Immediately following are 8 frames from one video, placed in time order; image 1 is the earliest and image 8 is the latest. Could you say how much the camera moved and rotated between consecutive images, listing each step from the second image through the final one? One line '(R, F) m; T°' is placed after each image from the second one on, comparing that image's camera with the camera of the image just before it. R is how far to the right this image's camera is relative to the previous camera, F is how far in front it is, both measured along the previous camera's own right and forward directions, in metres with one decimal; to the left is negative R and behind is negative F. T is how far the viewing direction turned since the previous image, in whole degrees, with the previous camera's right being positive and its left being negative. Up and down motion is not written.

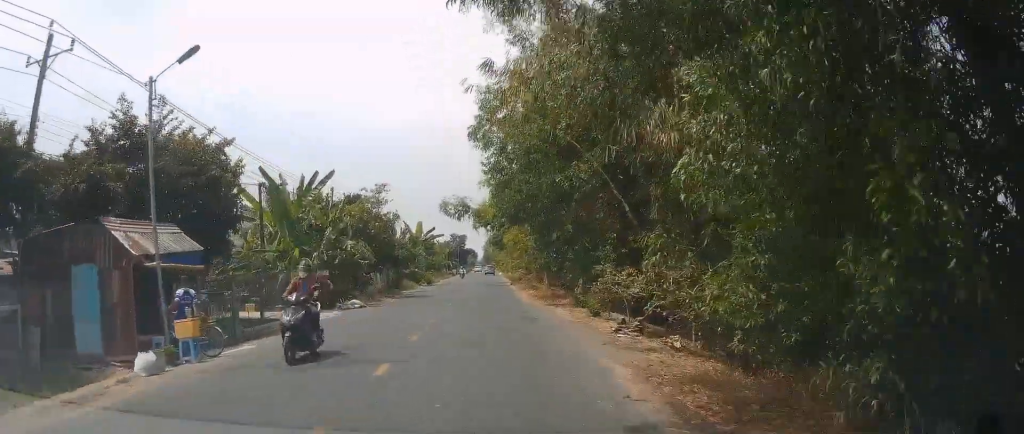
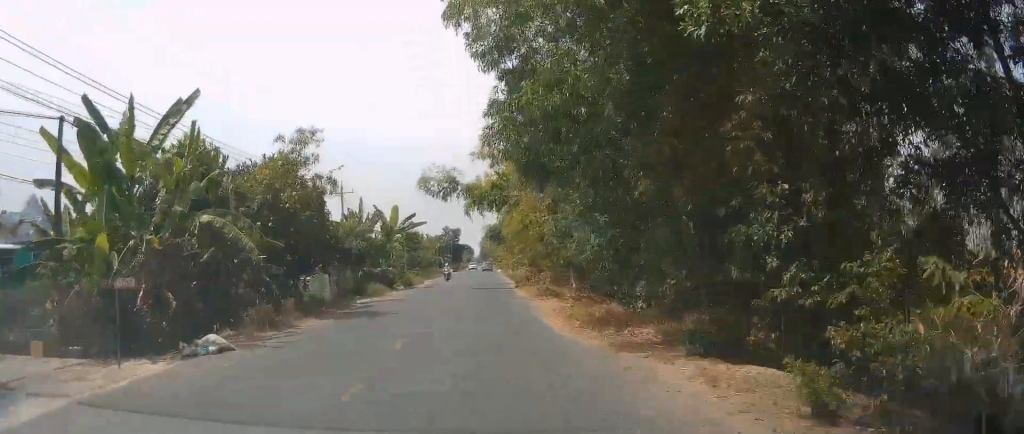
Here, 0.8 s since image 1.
(-0.2, +14.2) m; -1°
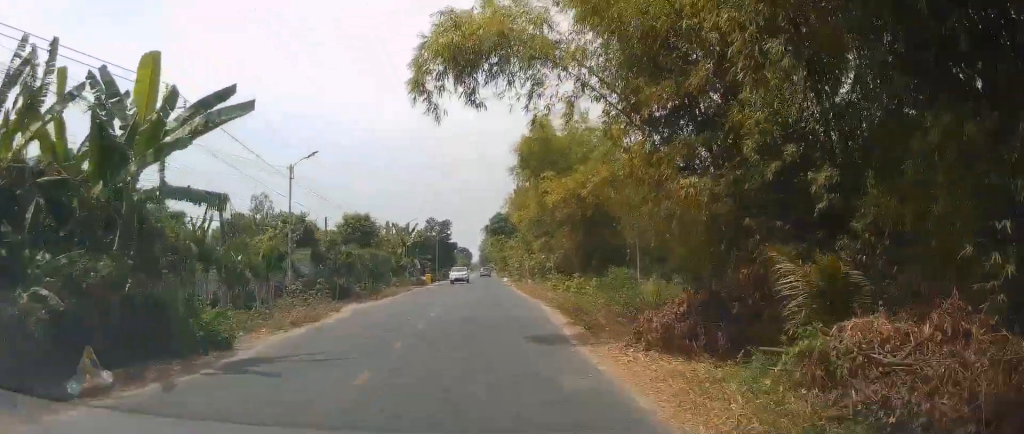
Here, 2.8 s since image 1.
(+0.9, +34.6) m; +4°
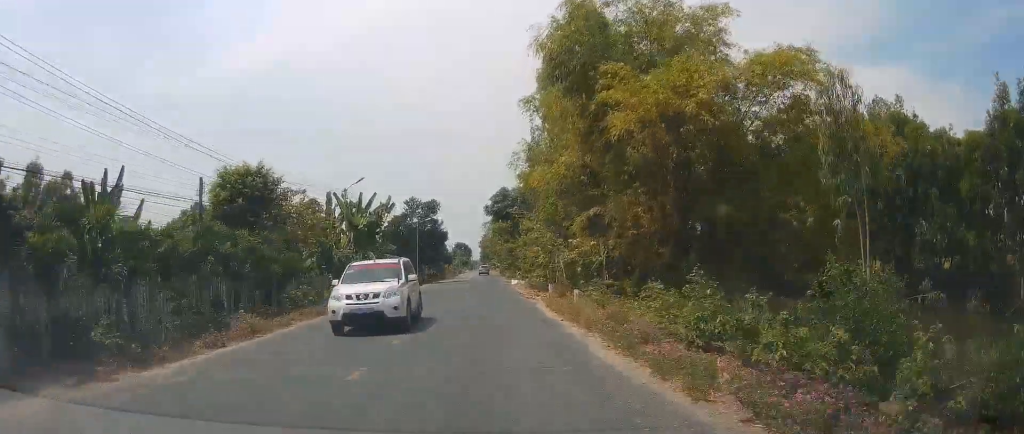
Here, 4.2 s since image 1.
(0.0, +24.1) m; -1°
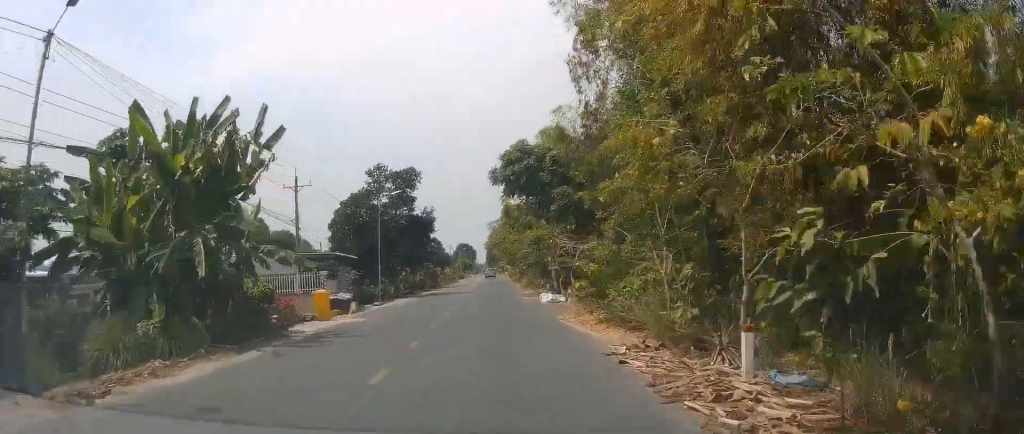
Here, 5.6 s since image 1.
(-0.4, +24.0) m; -2°
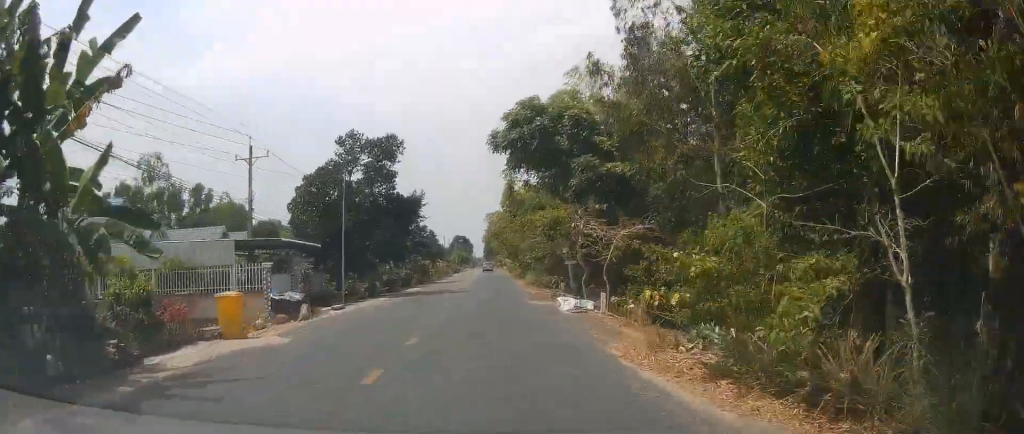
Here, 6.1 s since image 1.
(0.0, +8.7) m; 0°
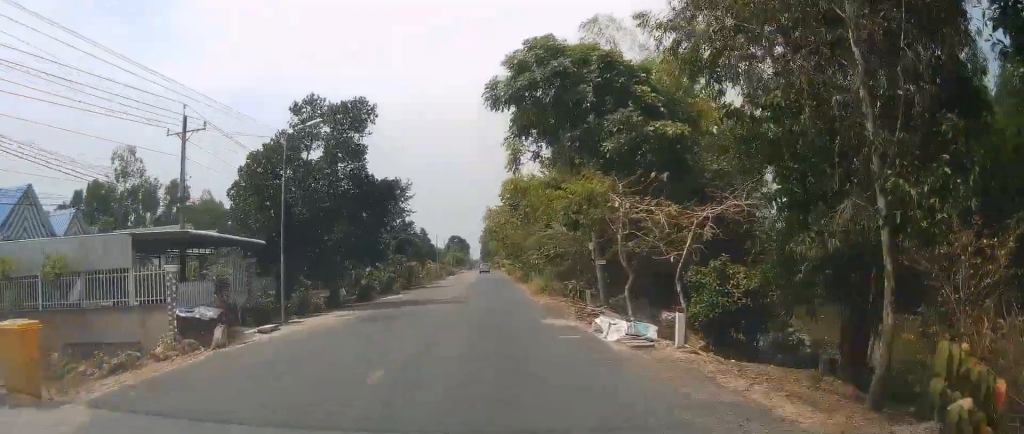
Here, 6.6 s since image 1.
(-0.2, +7.9) m; +1°
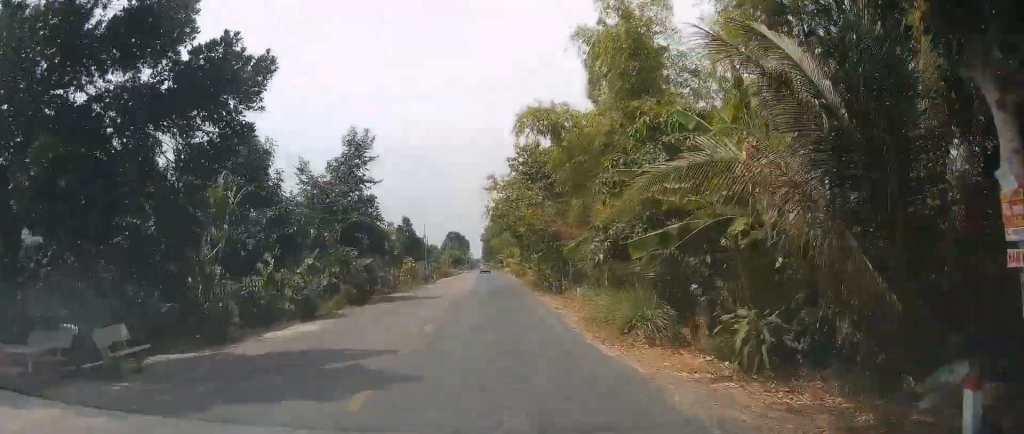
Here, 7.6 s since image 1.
(+0.6, +17.9) m; 0°
